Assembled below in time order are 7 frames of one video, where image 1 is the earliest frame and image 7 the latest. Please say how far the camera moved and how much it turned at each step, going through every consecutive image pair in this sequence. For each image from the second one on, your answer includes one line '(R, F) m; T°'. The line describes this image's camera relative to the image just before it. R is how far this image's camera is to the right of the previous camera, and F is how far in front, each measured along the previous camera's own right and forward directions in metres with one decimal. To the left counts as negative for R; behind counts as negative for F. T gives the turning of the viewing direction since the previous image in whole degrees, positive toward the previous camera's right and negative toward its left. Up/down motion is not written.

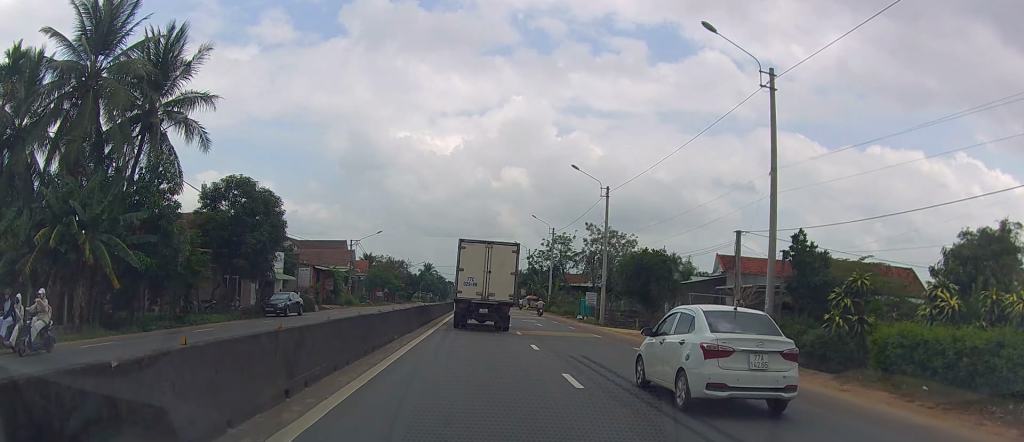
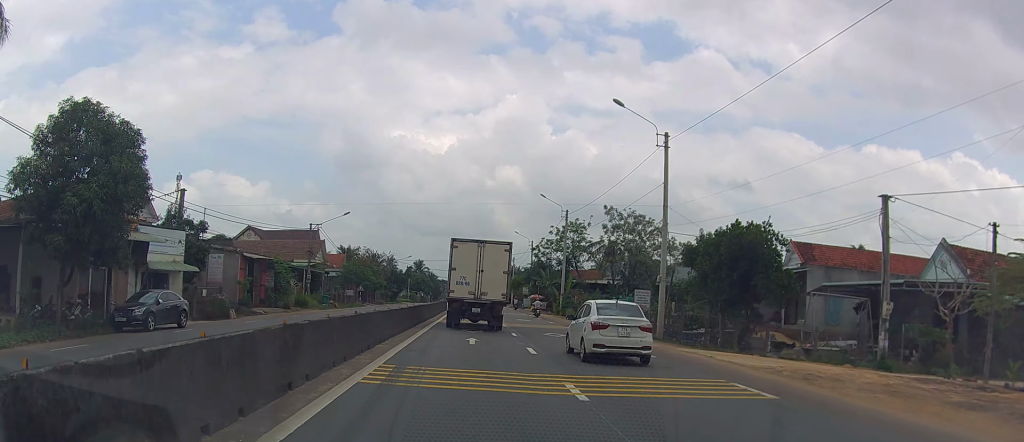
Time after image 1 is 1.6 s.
(0.0, +17.5) m; 0°
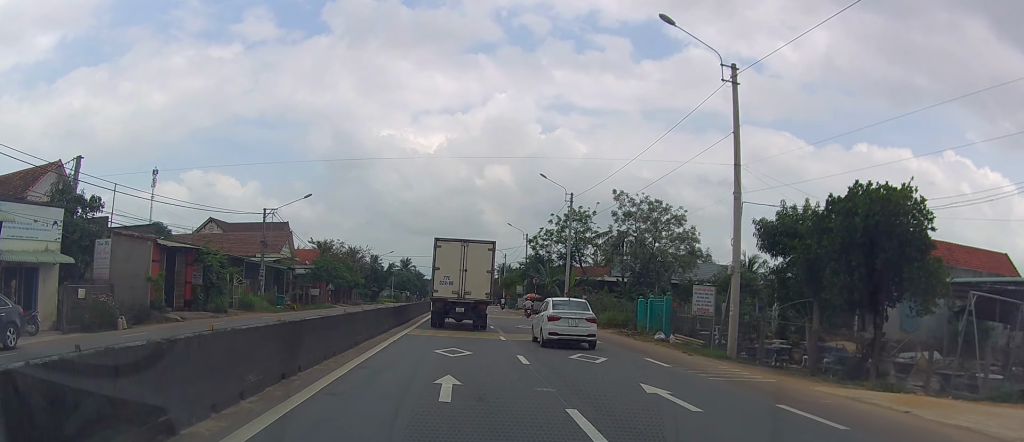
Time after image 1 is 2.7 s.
(0.0, +11.1) m; 0°
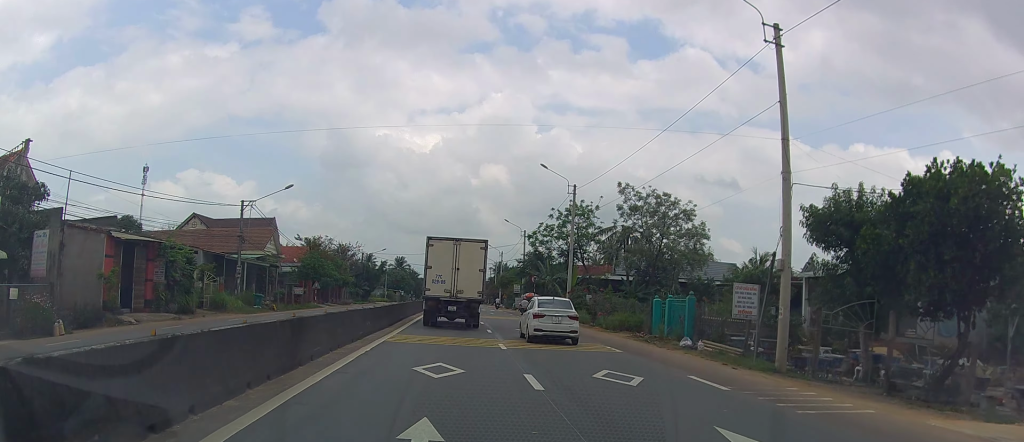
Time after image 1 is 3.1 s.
(0.0, +4.3) m; 0°
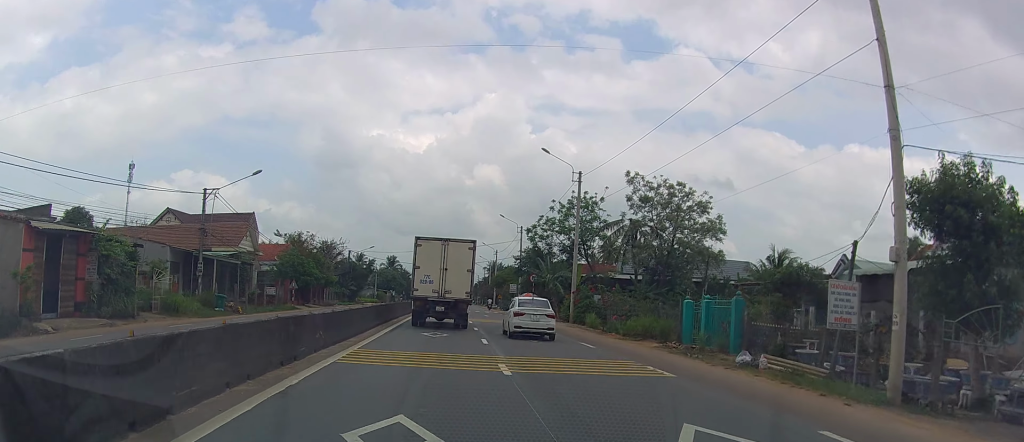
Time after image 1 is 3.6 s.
(0.0, +6.1) m; +3°
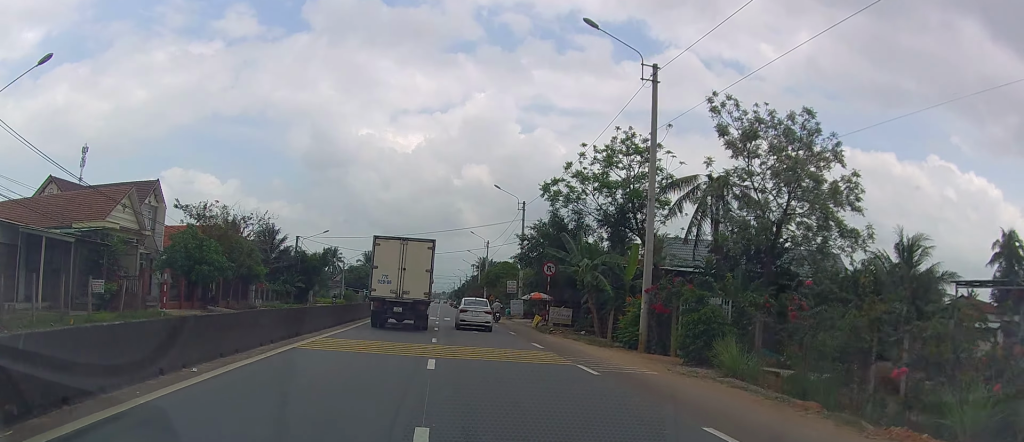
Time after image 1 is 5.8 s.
(+0.8, +23.6) m; -1°
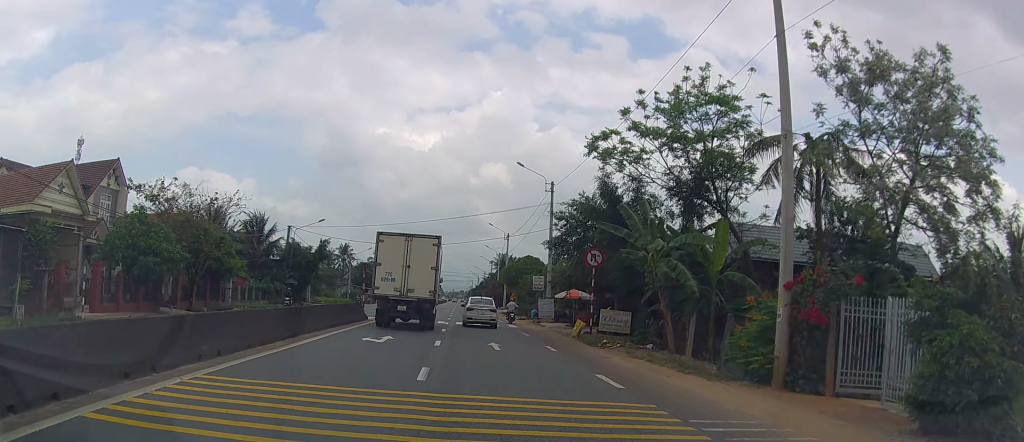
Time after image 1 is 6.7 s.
(-0.2, +9.7) m; +1°
